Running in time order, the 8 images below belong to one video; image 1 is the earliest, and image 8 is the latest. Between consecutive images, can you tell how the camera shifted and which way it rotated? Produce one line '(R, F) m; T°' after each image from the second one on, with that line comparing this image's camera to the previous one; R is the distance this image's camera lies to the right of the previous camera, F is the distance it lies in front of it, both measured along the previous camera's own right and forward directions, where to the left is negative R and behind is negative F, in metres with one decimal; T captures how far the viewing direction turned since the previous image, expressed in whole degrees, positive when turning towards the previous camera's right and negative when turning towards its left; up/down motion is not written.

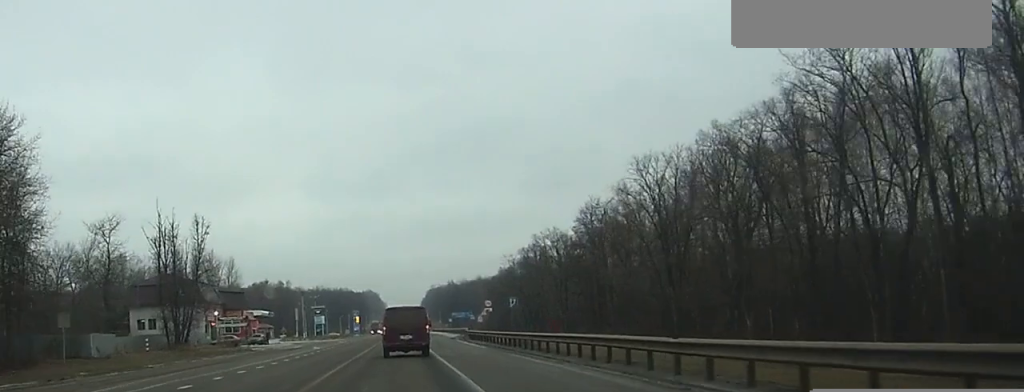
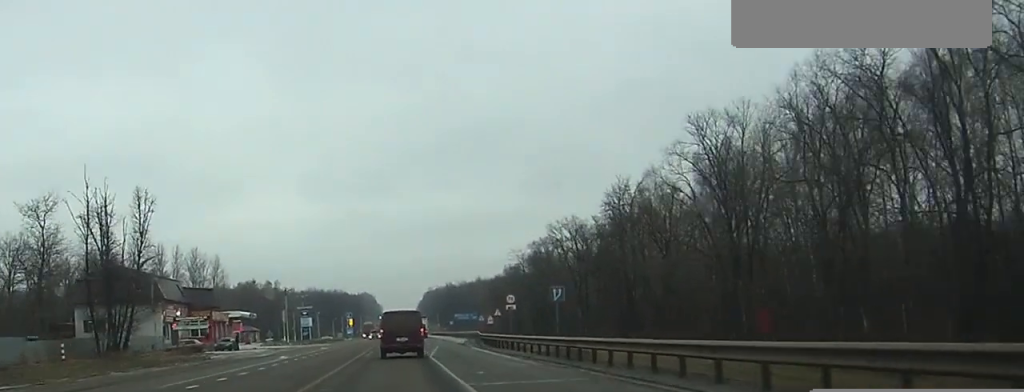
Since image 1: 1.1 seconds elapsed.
(0.0, +18.6) m; 0°
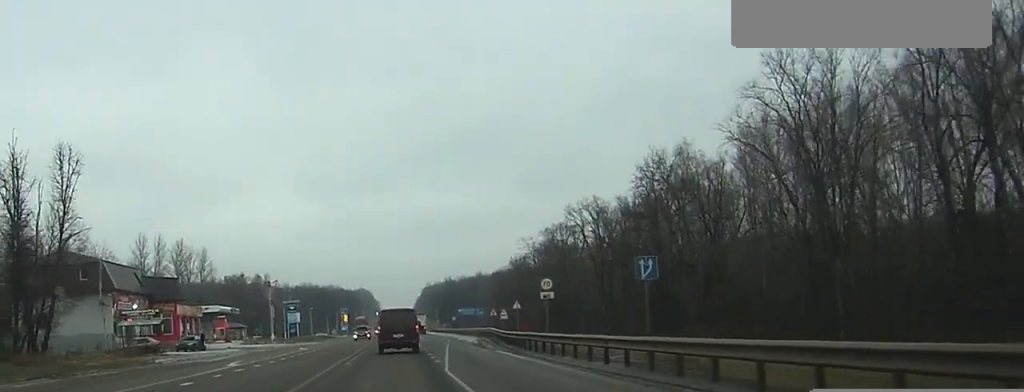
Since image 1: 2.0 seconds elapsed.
(0.0, +15.9) m; 0°
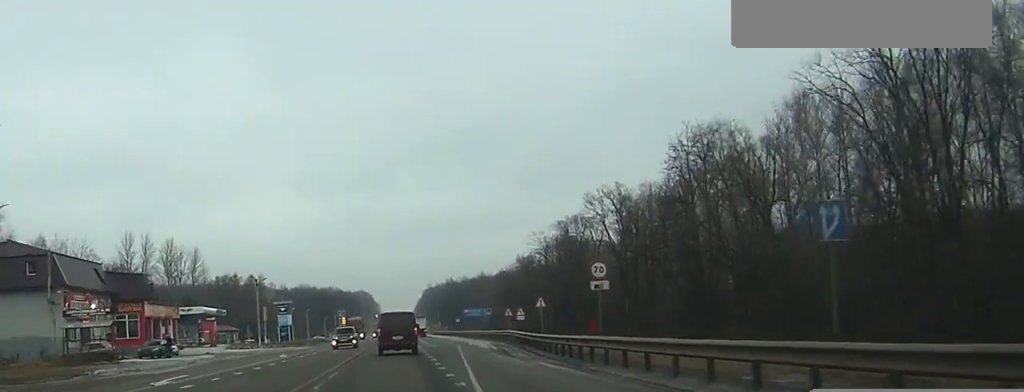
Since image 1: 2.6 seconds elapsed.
(0.0, +12.0) m; 0°
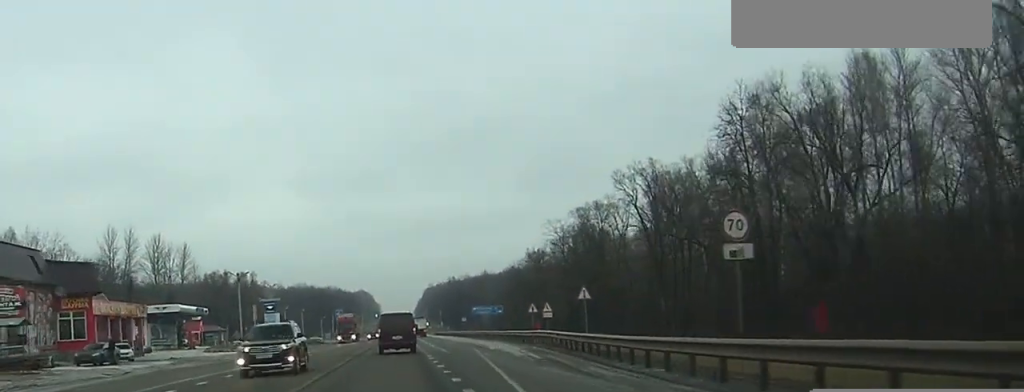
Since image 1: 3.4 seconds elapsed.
(0.0, +13.9) m; 0°
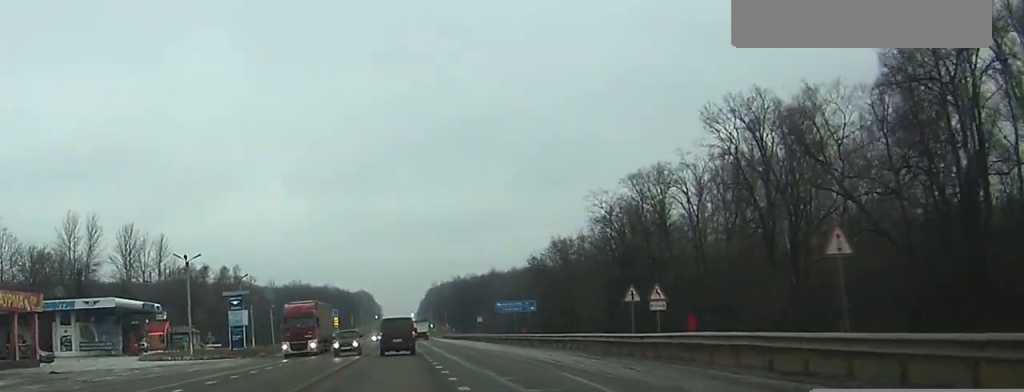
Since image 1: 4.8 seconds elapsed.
(0.0, +26.7) m; 0°
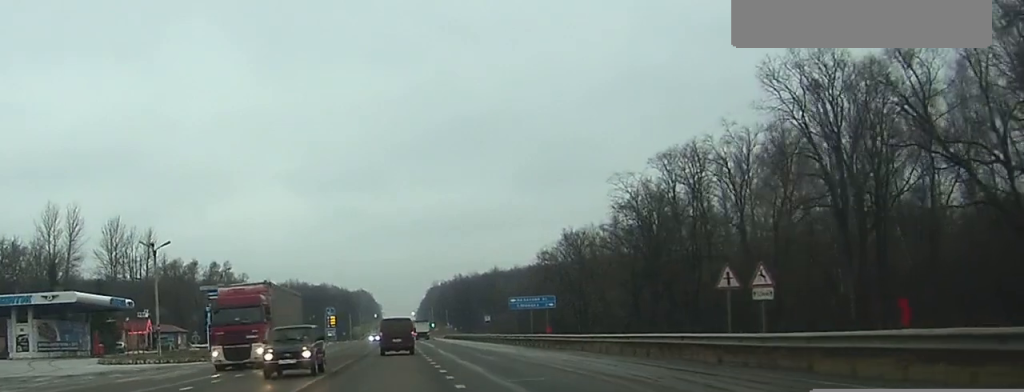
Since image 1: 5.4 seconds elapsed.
(0.0, +10.8) m; 0°
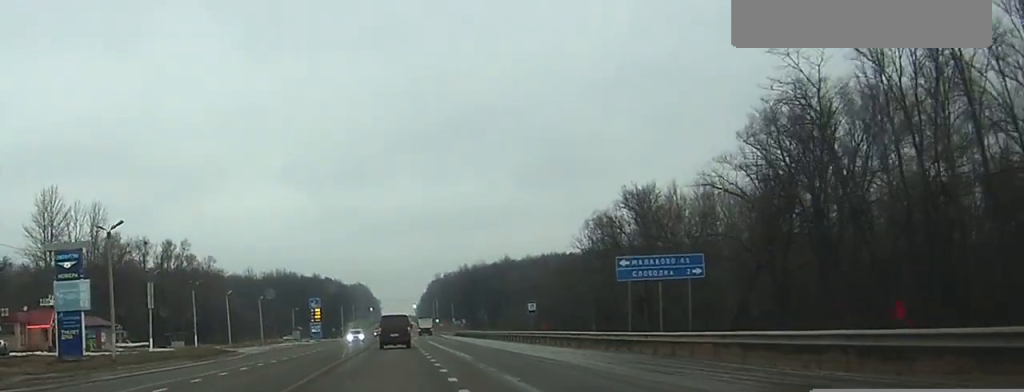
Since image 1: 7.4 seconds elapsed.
(-0.1, +38.3) m; 0°
